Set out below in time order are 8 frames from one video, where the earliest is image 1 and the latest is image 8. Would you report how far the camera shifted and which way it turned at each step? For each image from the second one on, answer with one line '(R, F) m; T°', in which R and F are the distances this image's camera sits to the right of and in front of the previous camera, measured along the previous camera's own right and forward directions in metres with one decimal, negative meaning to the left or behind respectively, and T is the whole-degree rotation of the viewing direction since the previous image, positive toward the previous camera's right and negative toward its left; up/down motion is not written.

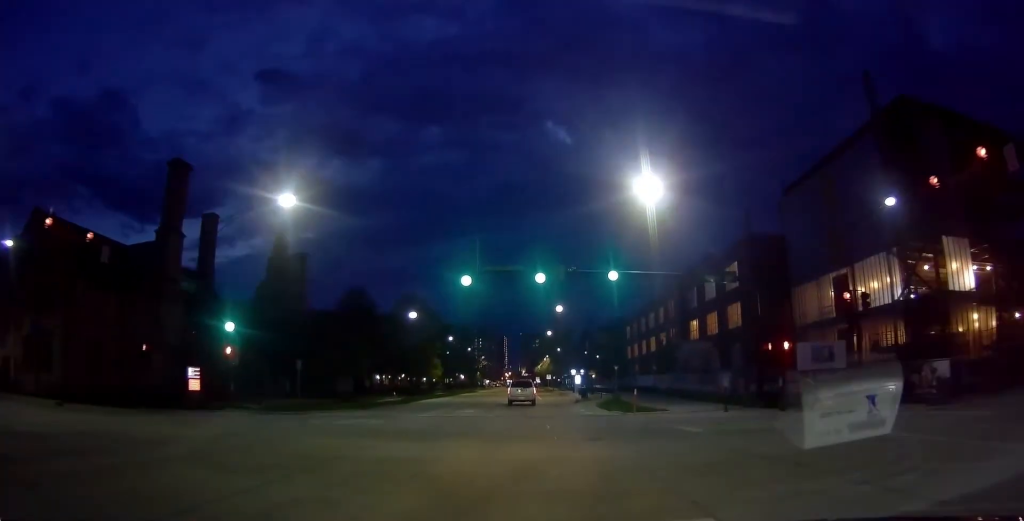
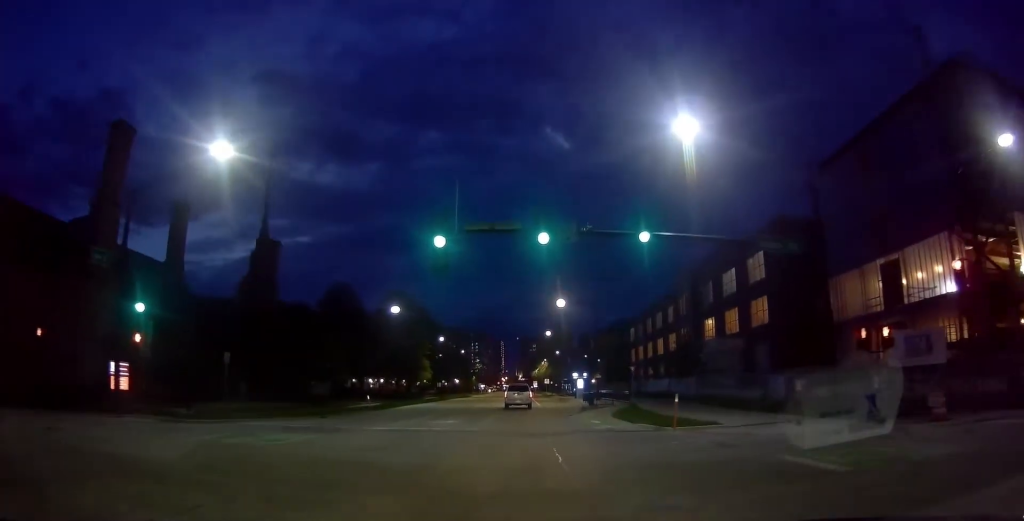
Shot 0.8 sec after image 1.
(0.0, +8.0) m; -2°
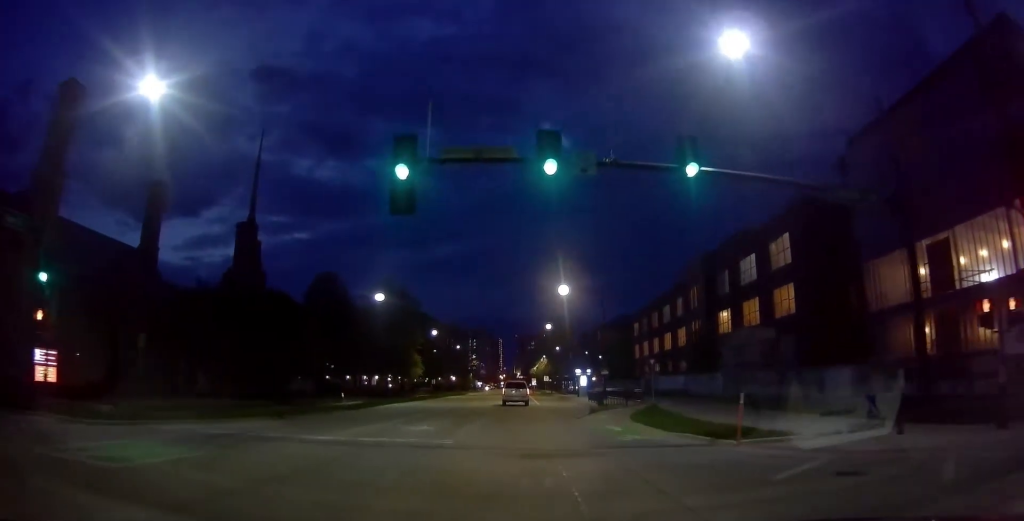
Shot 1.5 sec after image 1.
(0.0, +6.1) m; -1°
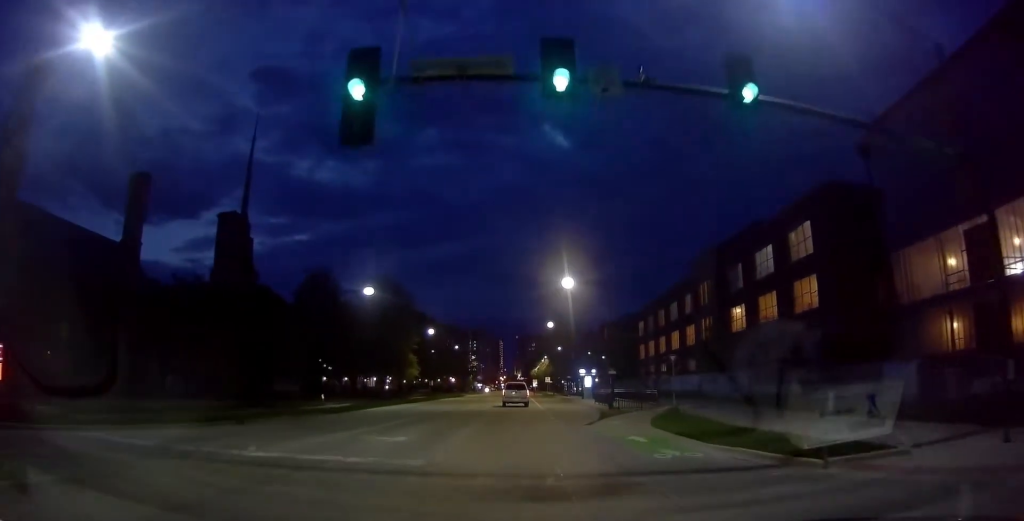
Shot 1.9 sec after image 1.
(-0.3, +4.3) m; +1°
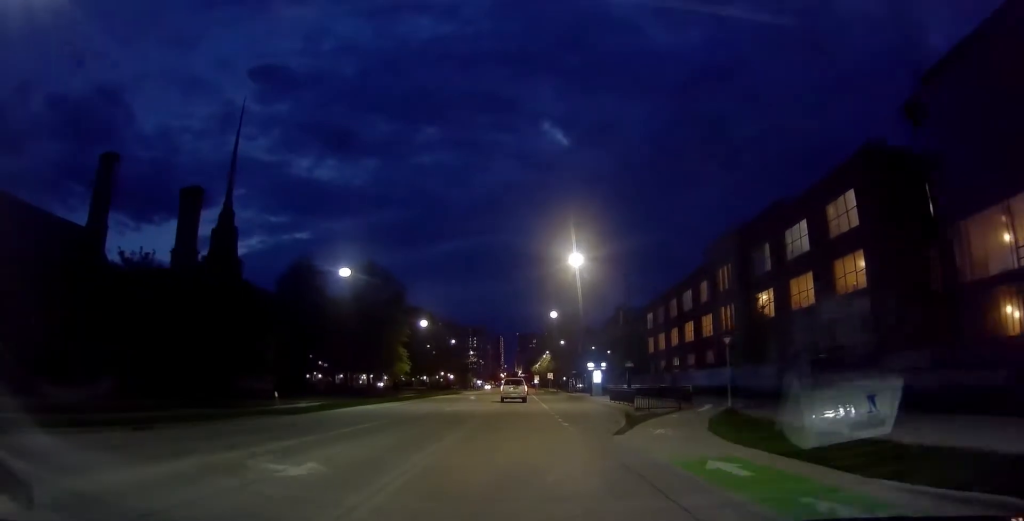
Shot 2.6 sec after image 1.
(+0.1, +7.0) m; +2°
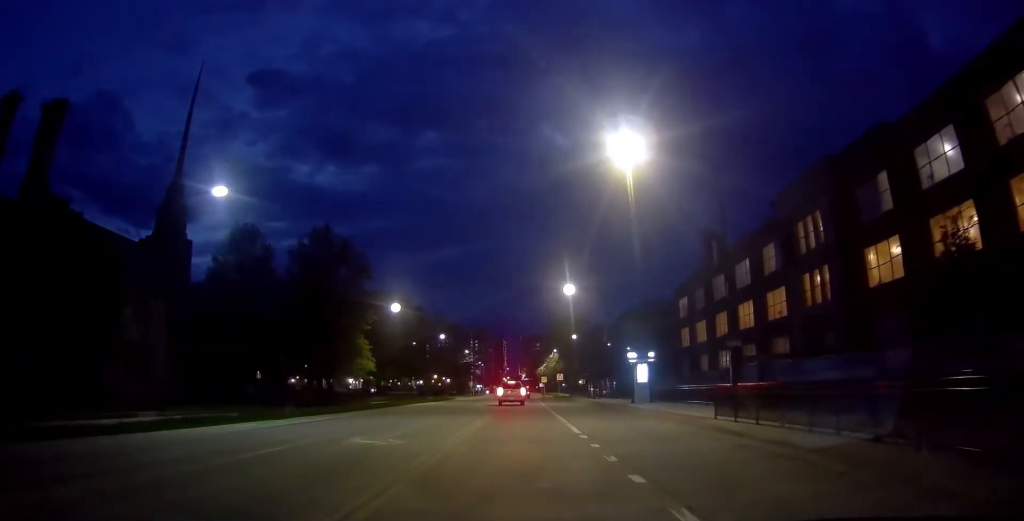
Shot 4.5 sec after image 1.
(+0.4, +19.8) m; -1°
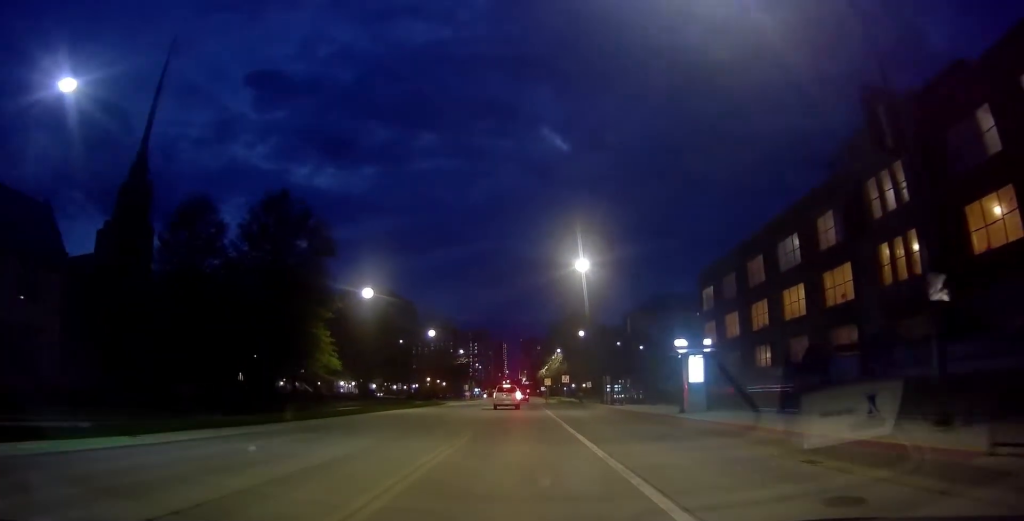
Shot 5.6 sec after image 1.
(0.0, +11.3) m; -1°
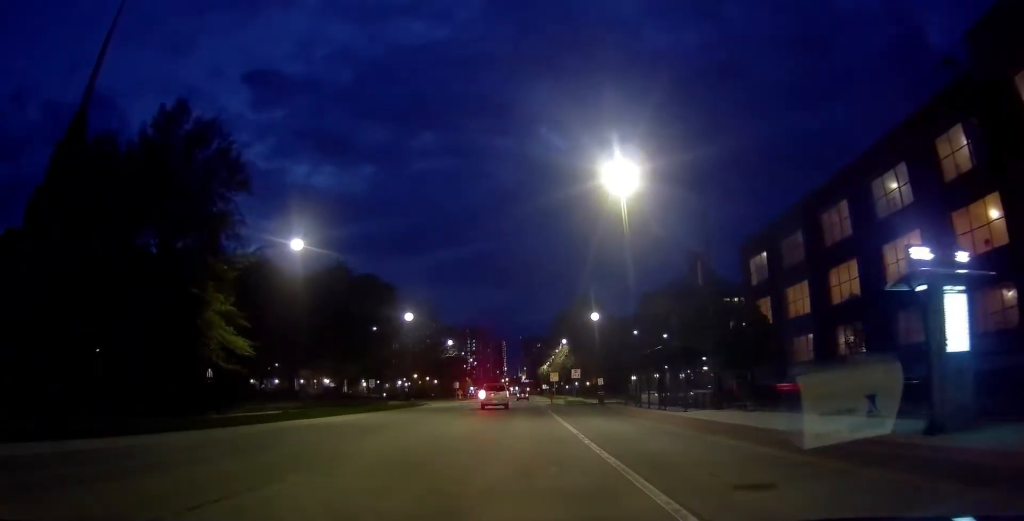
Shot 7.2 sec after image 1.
(-0.7, +16.4) m; -2°
